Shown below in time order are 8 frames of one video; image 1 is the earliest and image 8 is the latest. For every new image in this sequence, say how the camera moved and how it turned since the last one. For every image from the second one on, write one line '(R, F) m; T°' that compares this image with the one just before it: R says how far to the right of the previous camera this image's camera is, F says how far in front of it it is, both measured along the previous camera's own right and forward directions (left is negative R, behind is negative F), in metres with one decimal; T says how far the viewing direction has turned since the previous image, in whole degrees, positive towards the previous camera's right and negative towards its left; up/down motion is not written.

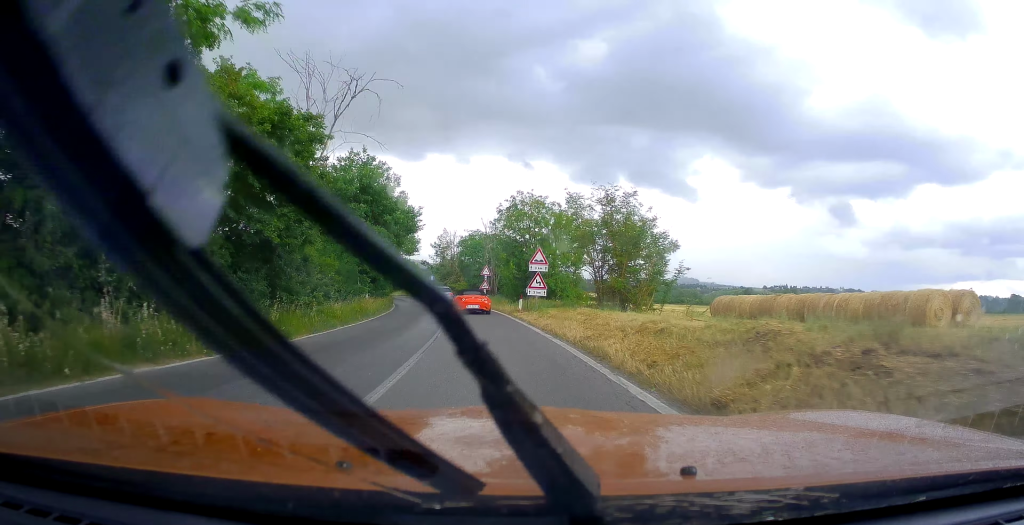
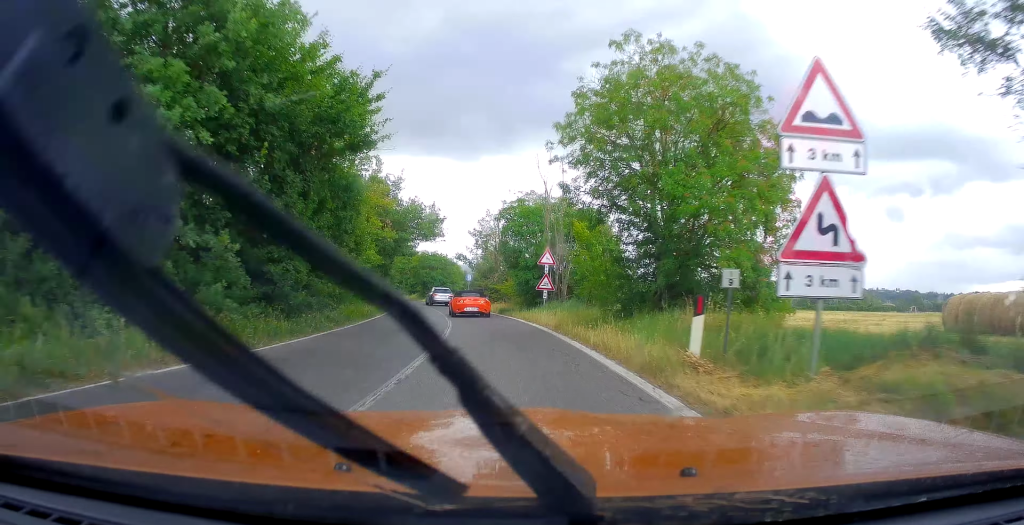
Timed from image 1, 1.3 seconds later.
(-1.3, +20.4) m; -8°
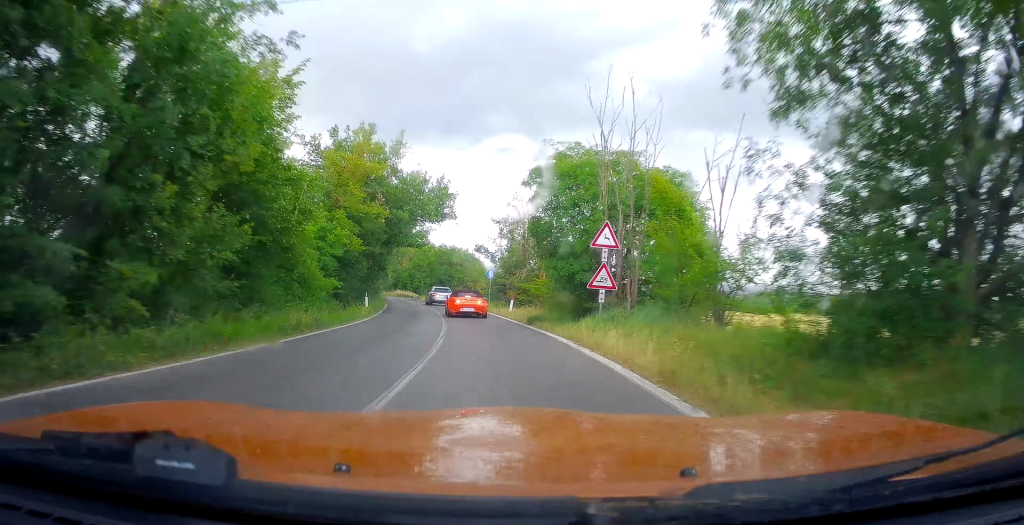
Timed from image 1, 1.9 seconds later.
(-0.6, +9.7) m; -2°
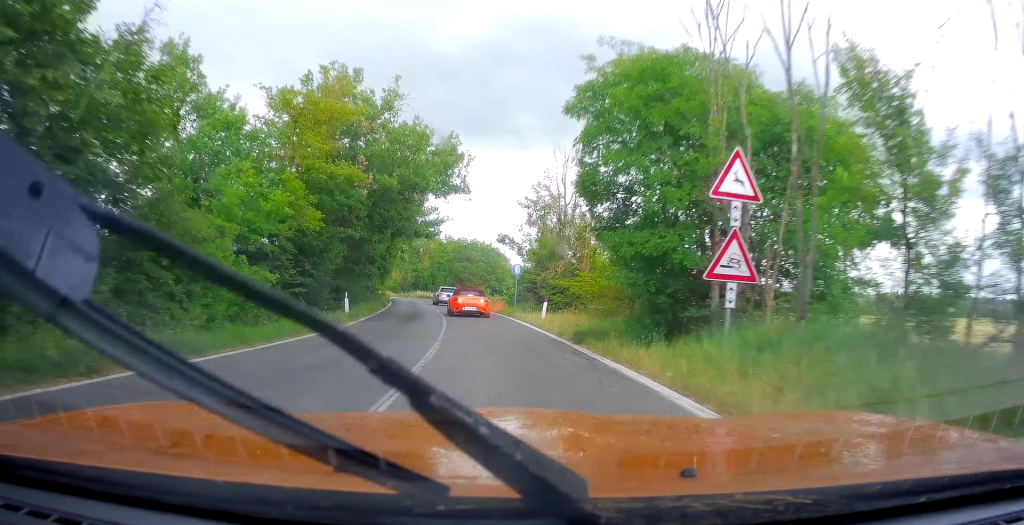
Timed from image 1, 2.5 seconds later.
(-0.2, +8.3) m; -2°
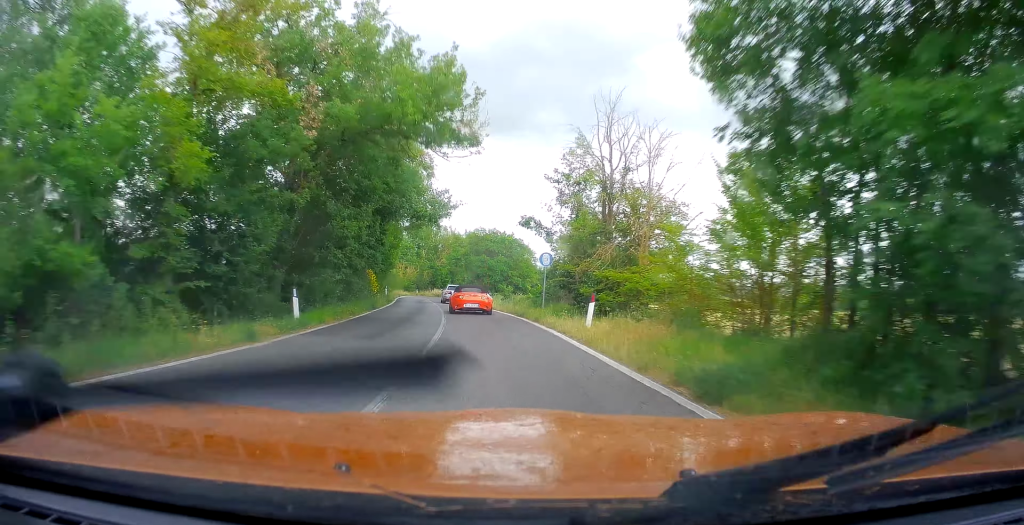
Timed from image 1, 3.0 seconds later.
(+0.1, +7.4) m; -1°
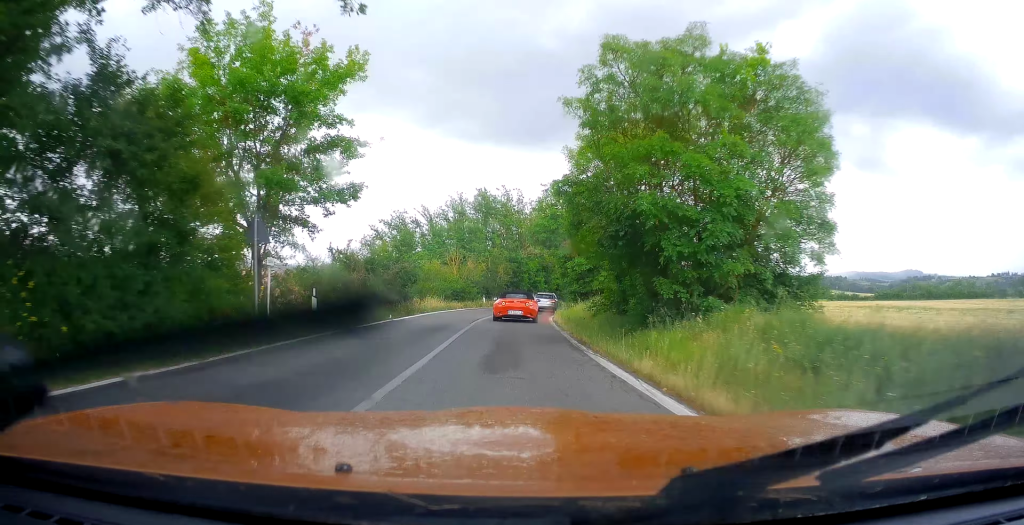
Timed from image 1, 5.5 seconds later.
(-2.6, +35.8) m; -9°
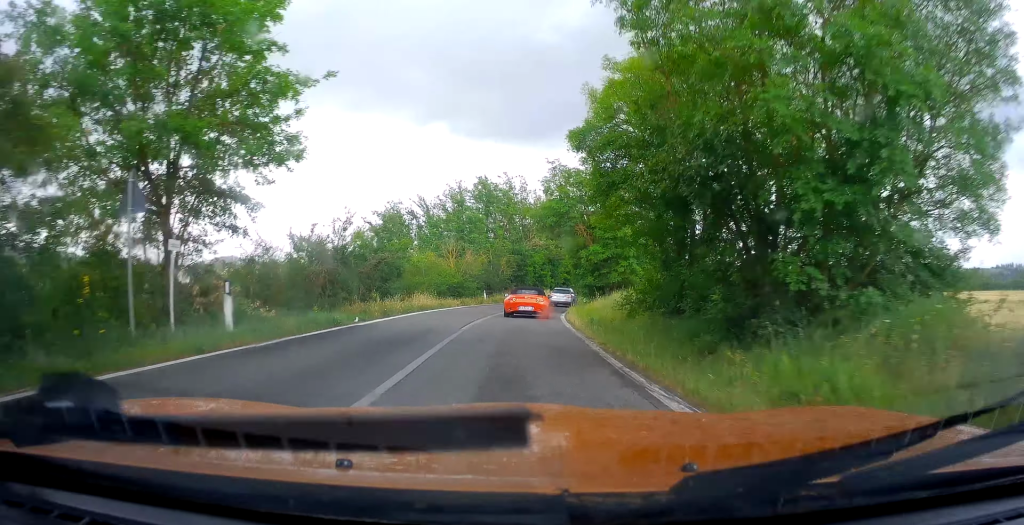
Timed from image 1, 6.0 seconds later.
(-0.2, +5.4) m; -1°
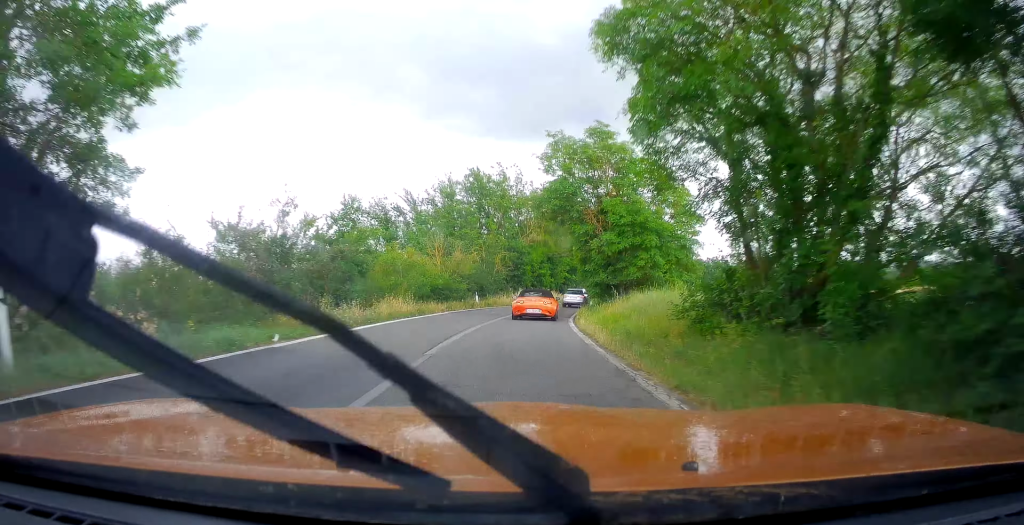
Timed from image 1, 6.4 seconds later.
(-0.1, +5.4) m; -1°
